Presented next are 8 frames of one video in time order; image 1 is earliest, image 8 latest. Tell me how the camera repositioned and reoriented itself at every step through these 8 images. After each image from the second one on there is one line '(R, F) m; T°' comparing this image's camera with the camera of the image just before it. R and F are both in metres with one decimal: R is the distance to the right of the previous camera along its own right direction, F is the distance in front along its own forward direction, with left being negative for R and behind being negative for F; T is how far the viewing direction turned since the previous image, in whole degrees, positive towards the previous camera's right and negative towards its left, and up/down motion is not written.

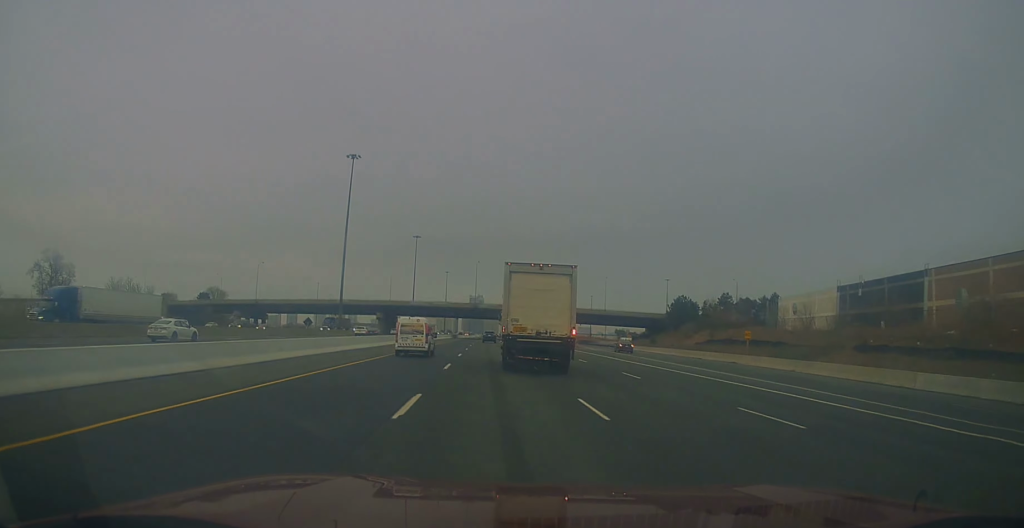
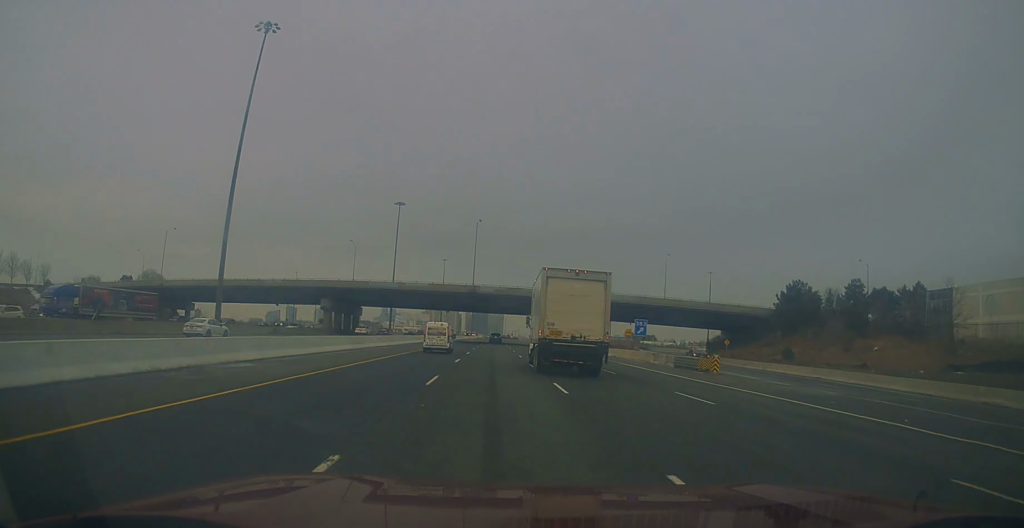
(+0.5, +55.6) m; 0°
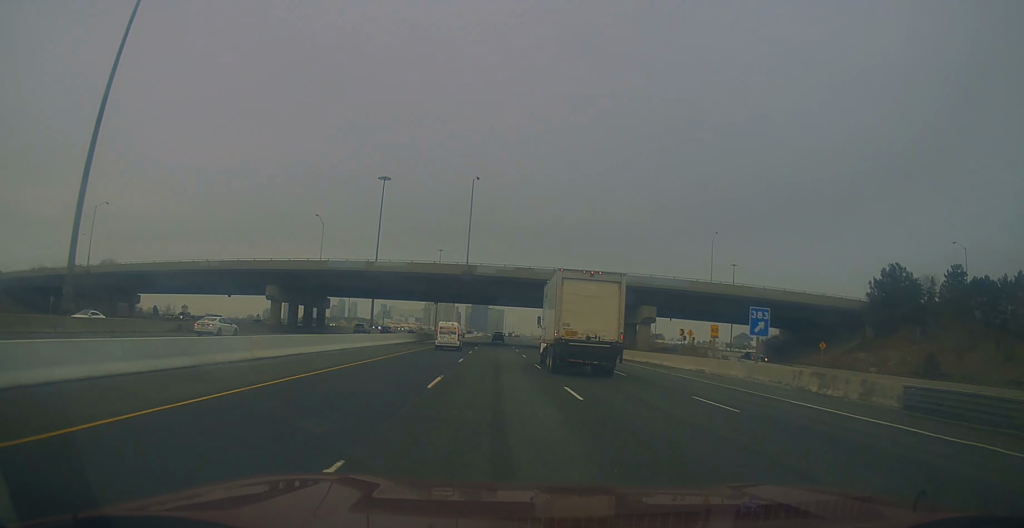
(-0.1, +25.7) m; 0°
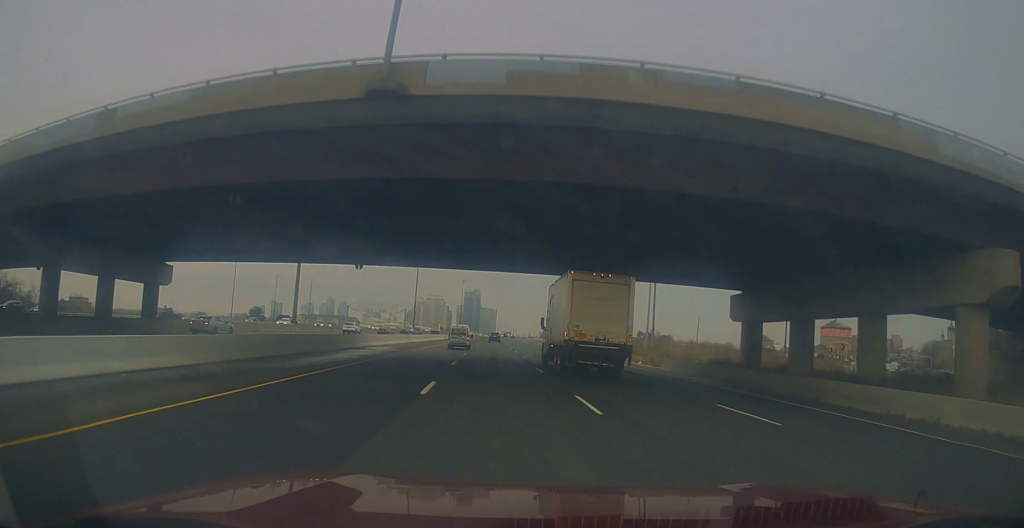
(-0.3, +50.4) m; 0°
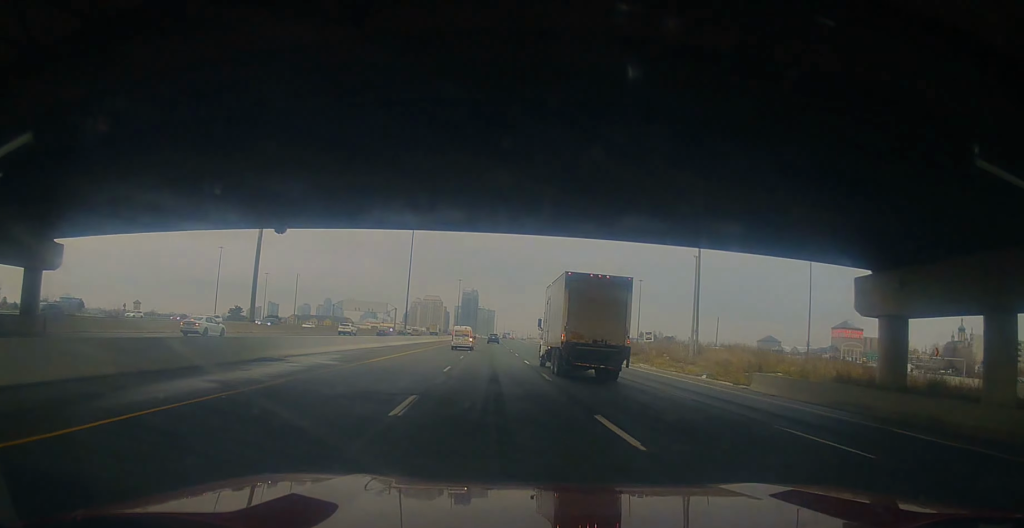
(+0.2, +15.2) m; +1°
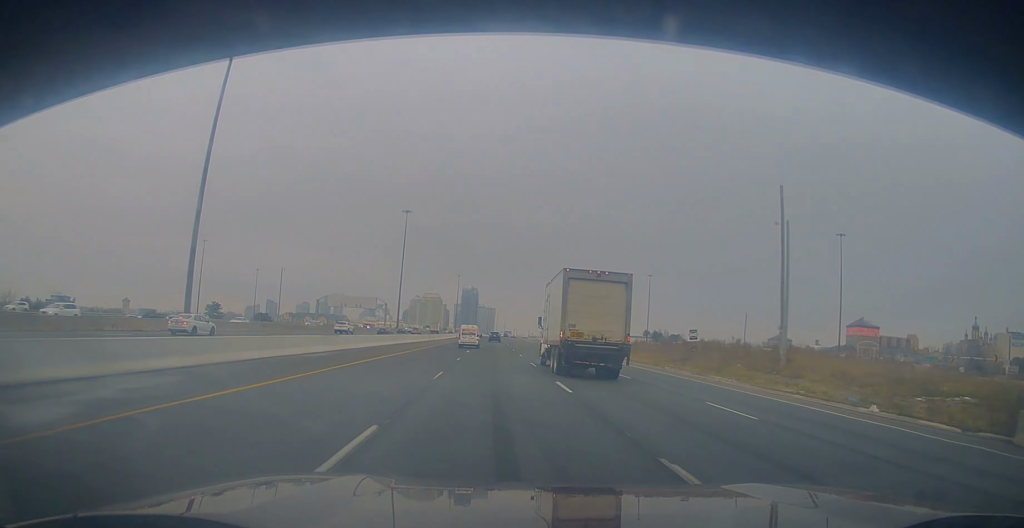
(+0.2, +16.2) m; +1°
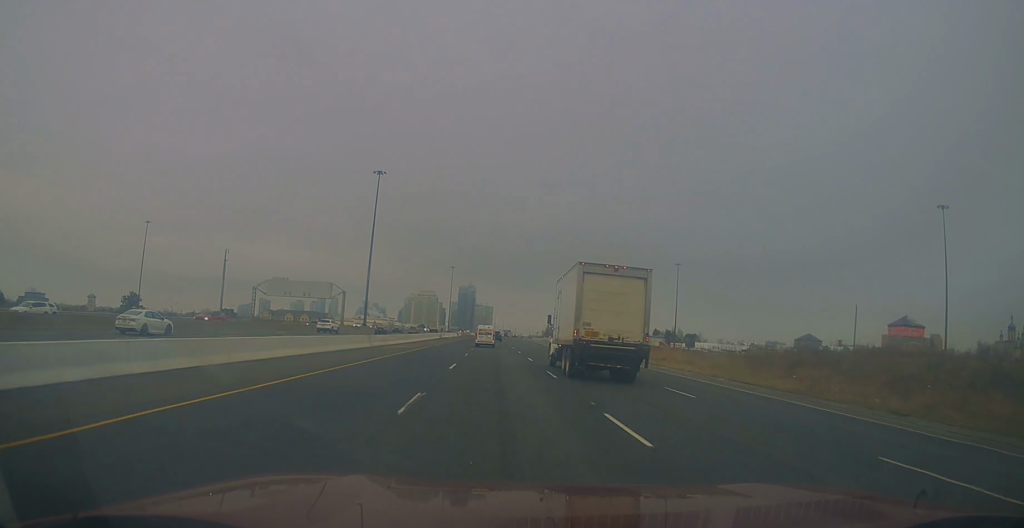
(-0.7, +43.3) m; -2°
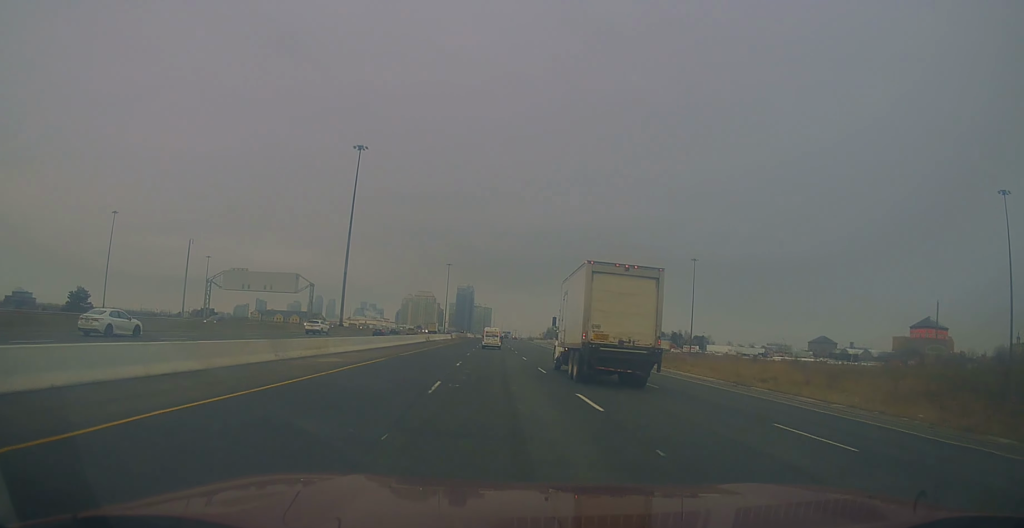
(-0.4, +20.1) m; 0°
